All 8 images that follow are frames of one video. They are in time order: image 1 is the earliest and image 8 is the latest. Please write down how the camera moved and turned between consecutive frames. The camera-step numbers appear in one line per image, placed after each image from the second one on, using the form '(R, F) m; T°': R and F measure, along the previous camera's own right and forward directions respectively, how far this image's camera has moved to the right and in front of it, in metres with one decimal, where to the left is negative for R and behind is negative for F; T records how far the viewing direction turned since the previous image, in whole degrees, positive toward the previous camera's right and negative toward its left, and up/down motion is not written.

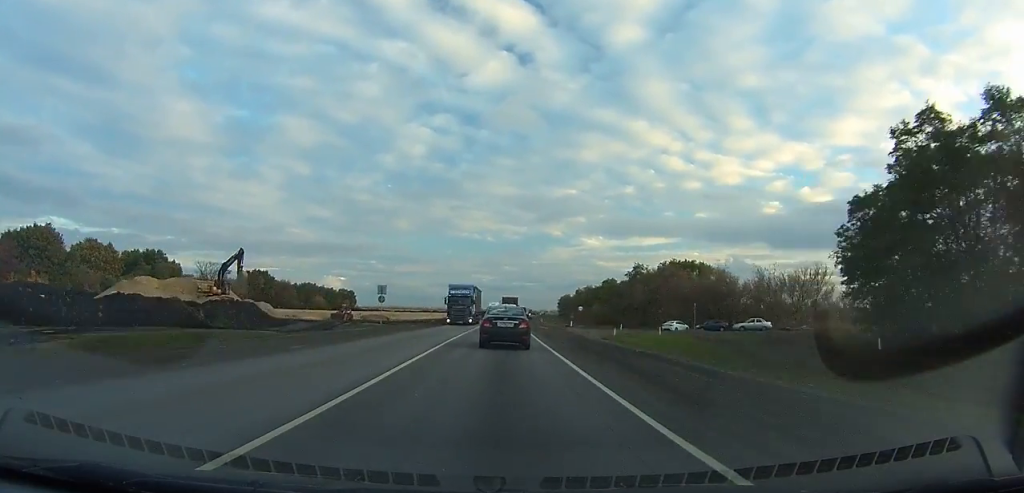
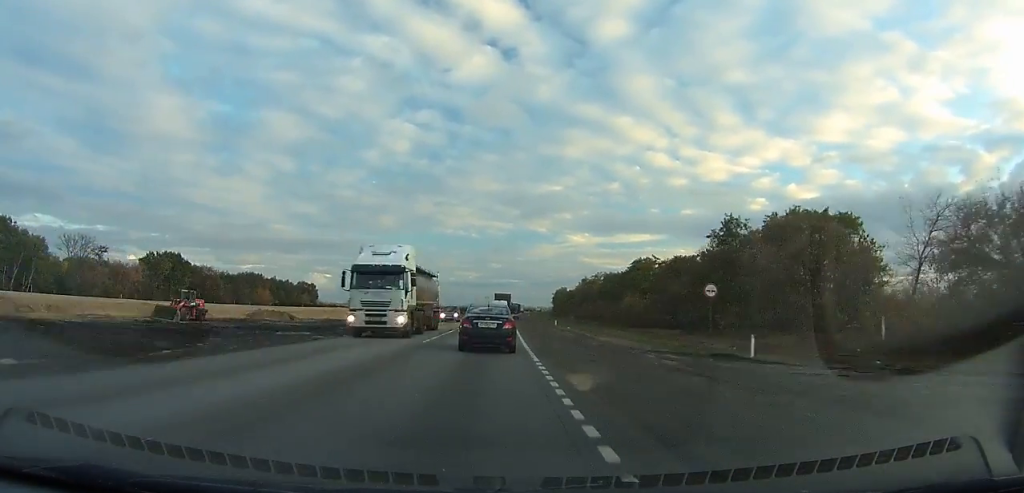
(+1.0, +56.3) m; +1°
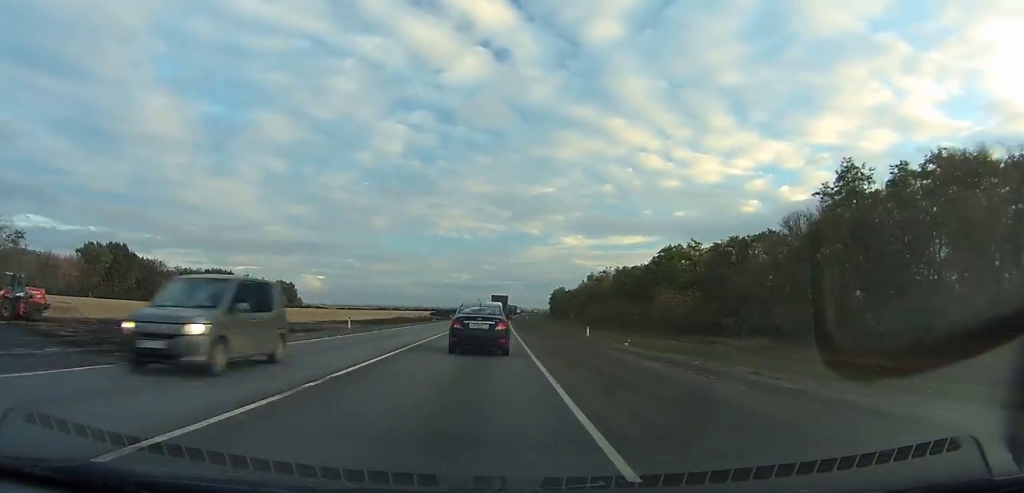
(+0.2, +26.4) m; +1°
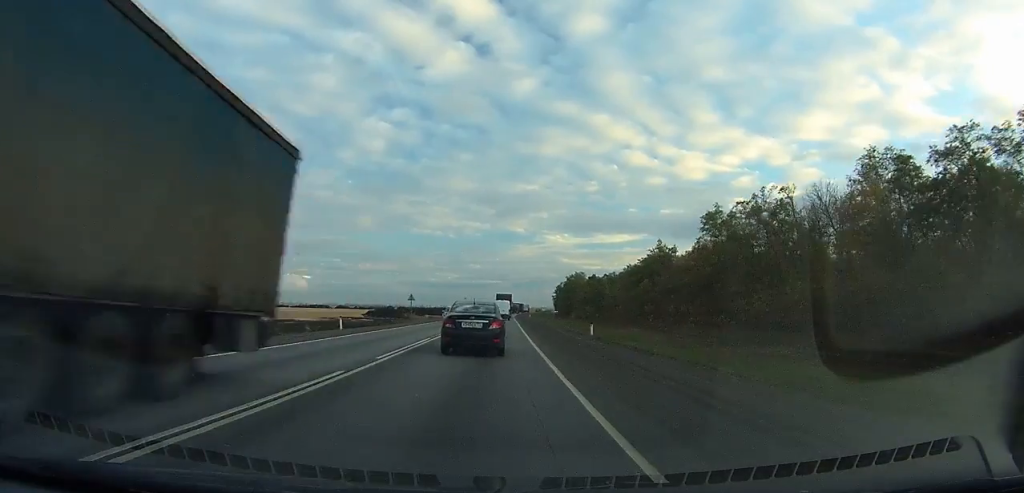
(+1.4, +103.3) m; +1°
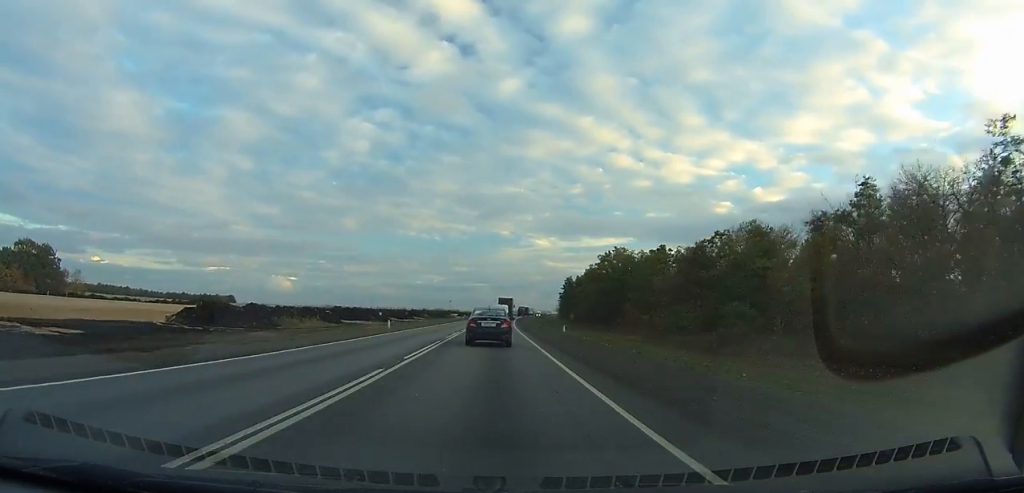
(+1.0, +86.9) m; +2°
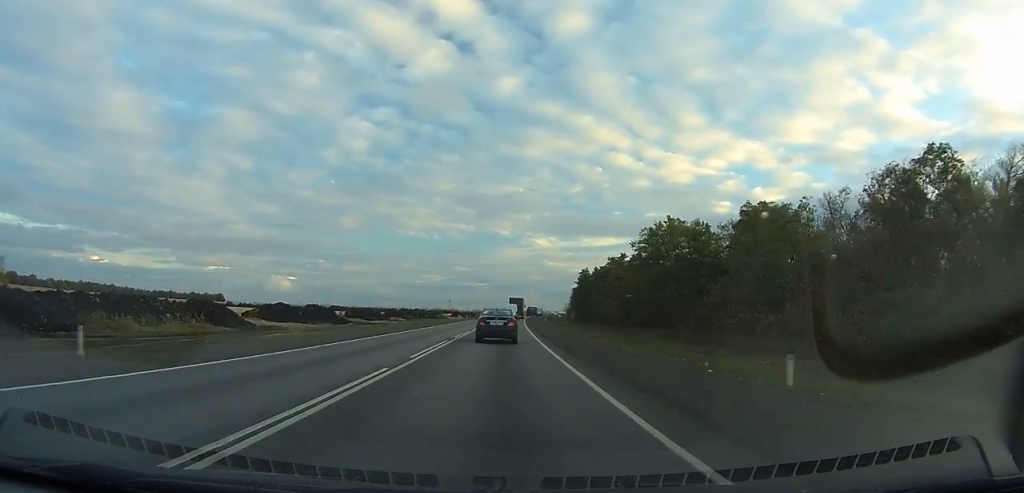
(+0.3, +37.5) m; +1°
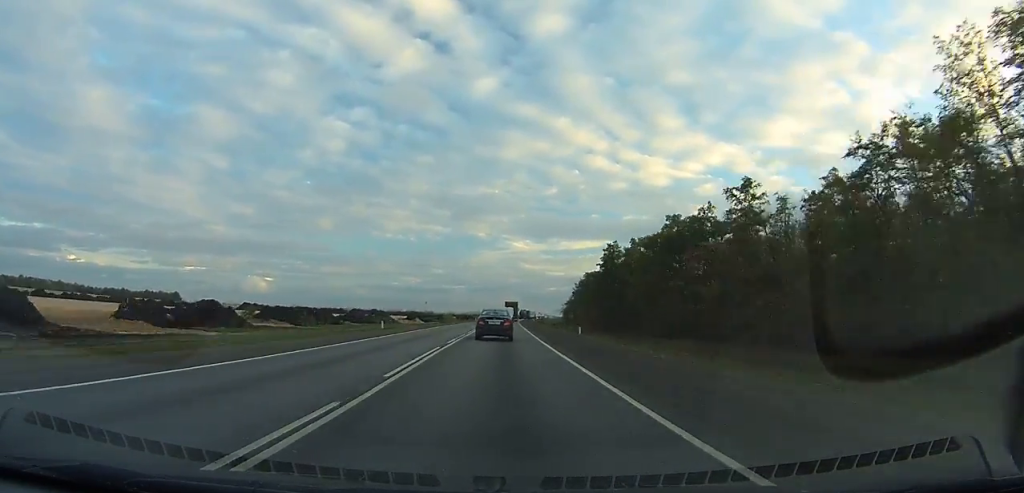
(+0.5, +64.5) m; +1°
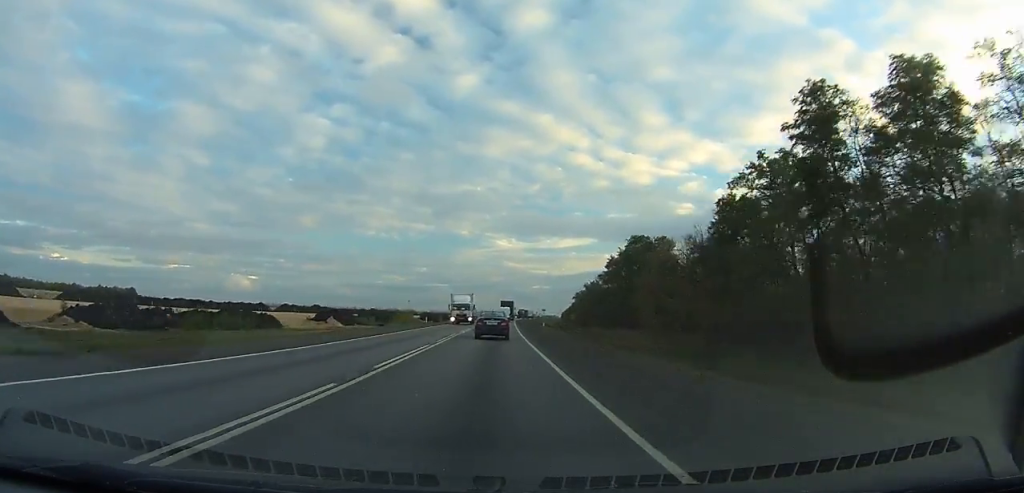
(+1.4, +71.4) m; +2°
